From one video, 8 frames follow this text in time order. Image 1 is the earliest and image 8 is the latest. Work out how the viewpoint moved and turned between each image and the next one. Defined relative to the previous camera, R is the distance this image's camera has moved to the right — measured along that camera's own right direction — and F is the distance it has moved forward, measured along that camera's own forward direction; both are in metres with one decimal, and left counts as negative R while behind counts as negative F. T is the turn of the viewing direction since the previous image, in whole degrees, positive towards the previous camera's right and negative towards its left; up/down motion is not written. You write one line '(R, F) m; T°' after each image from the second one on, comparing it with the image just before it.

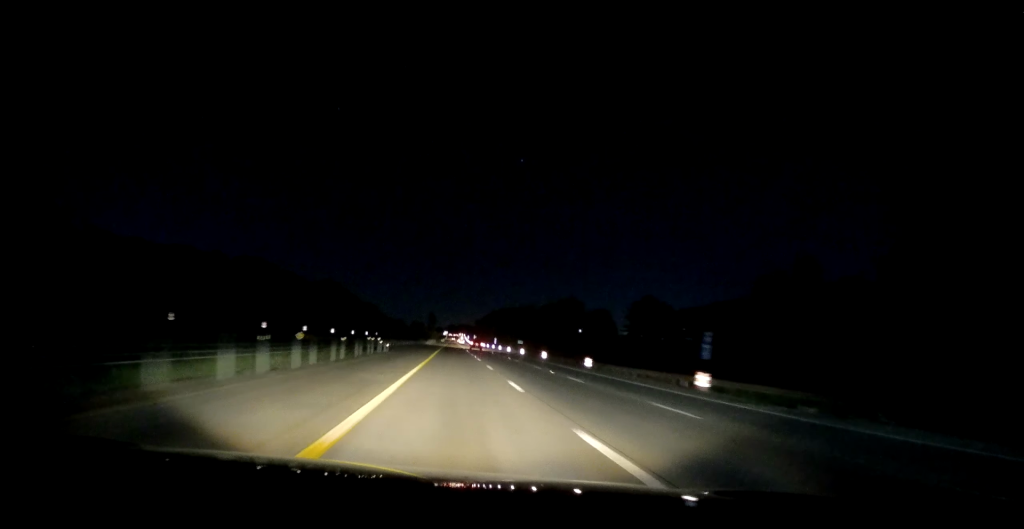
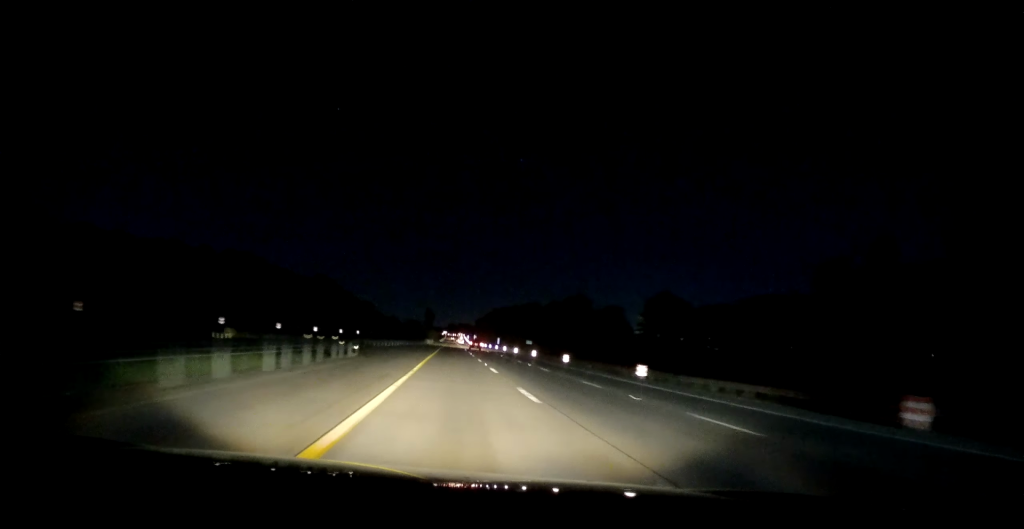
(+0.2, +15.3) m; 0°
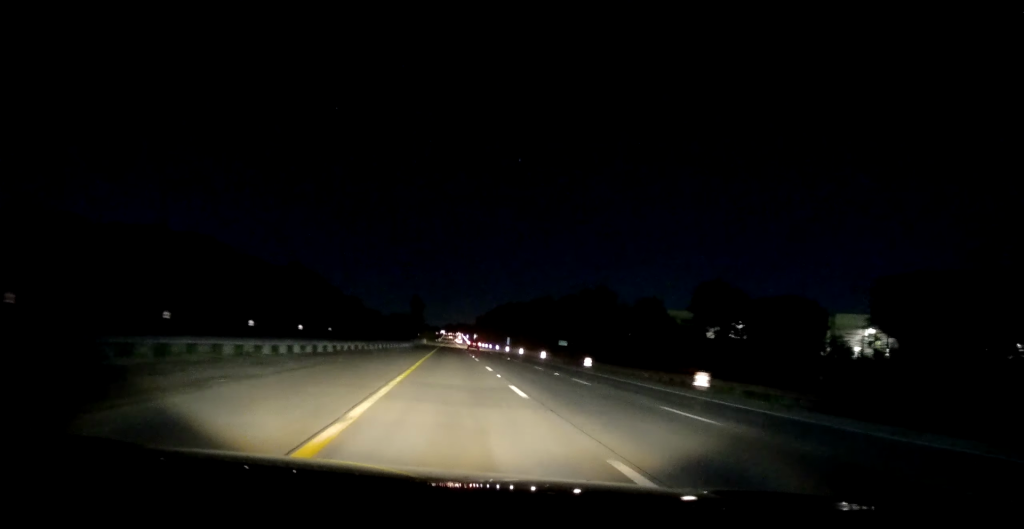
(-0.1, +35.3) m; -1°
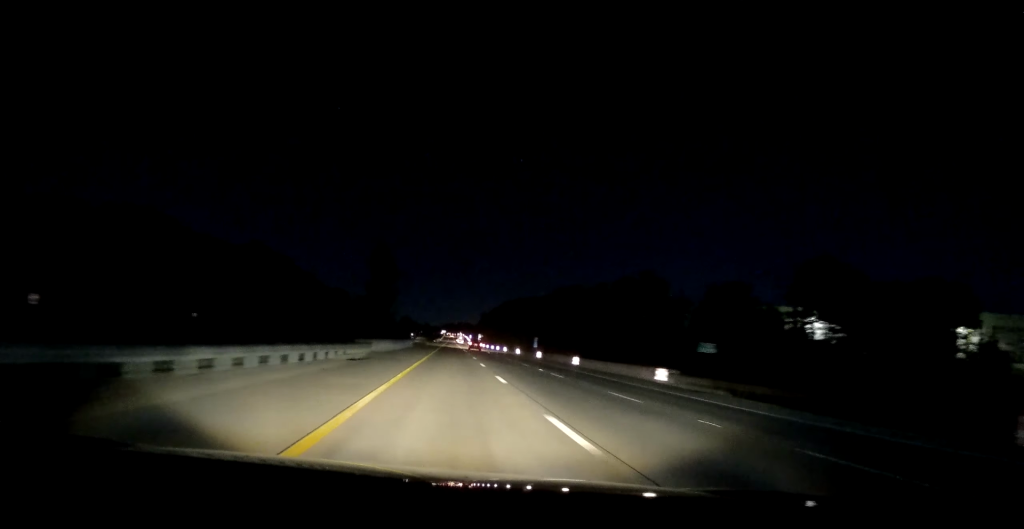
(-0.4, +43.6) m; -1°
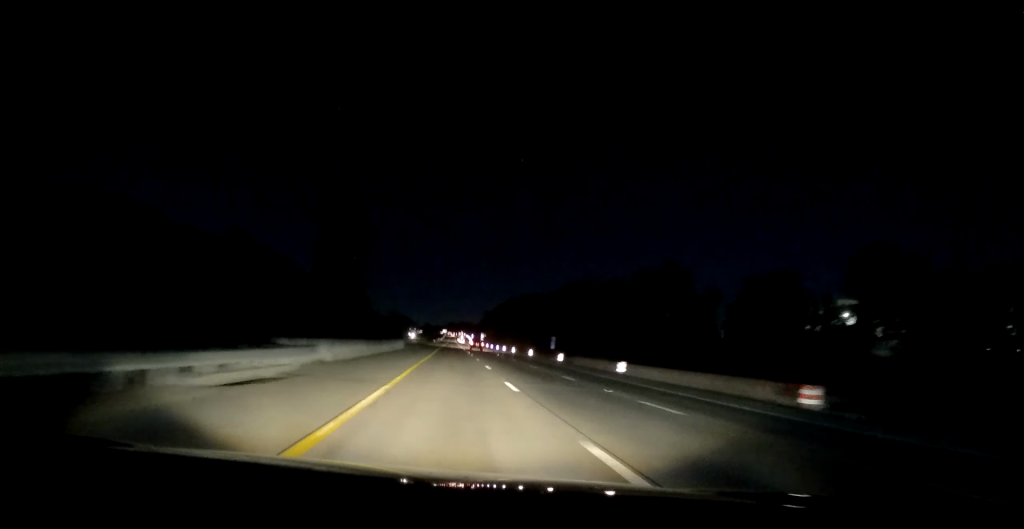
(0.0, +15.3) m; 0°
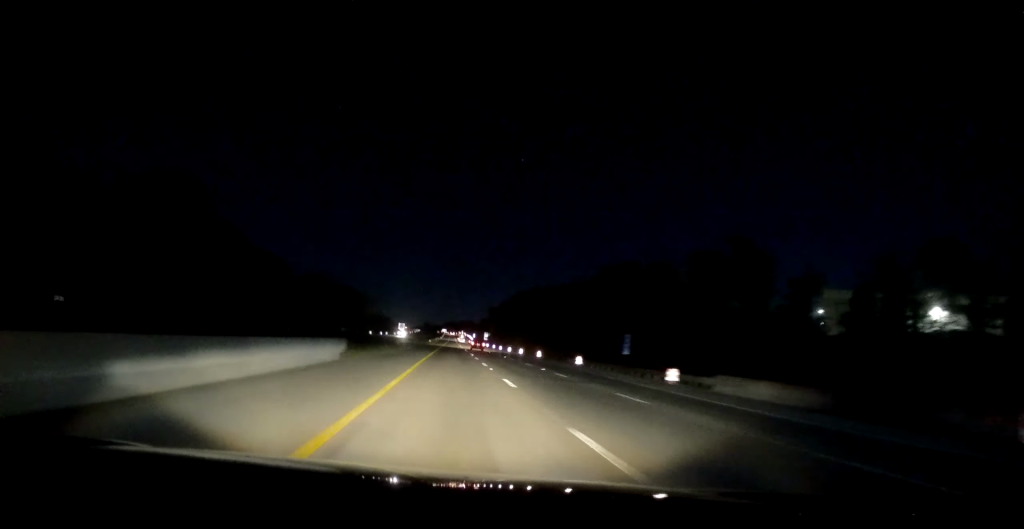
(+0.3, +34.1) m; +1°
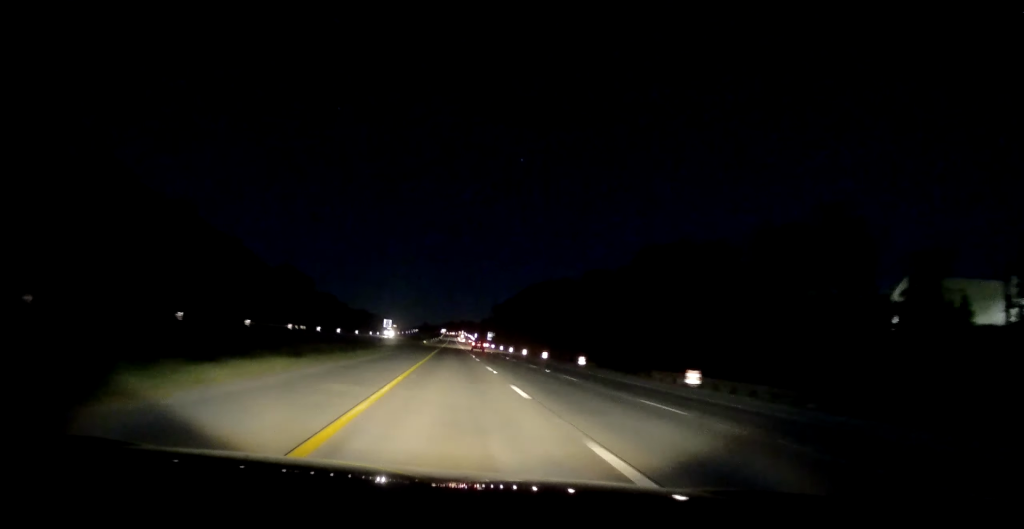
(+0.5, +27.1) m; 0°
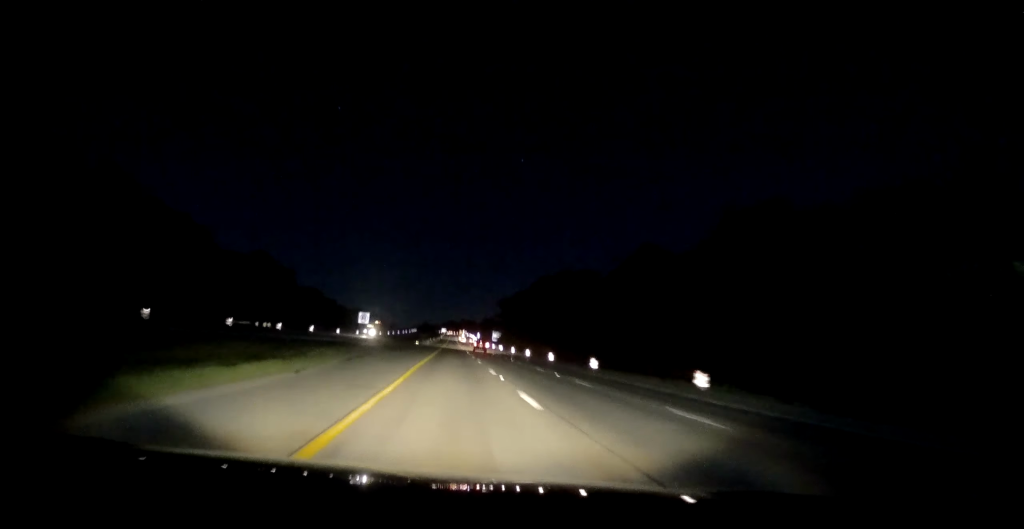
(-0.4, +27.0) m; -1°
